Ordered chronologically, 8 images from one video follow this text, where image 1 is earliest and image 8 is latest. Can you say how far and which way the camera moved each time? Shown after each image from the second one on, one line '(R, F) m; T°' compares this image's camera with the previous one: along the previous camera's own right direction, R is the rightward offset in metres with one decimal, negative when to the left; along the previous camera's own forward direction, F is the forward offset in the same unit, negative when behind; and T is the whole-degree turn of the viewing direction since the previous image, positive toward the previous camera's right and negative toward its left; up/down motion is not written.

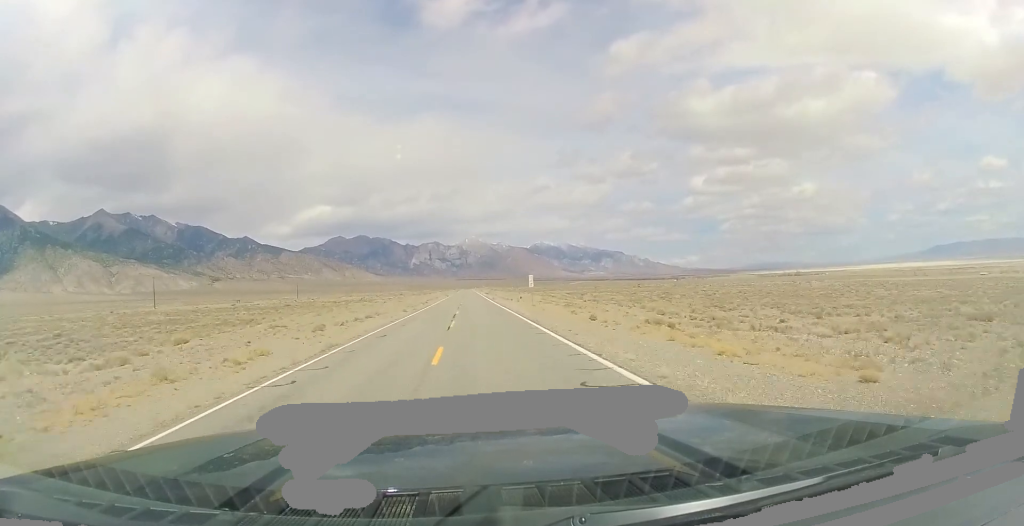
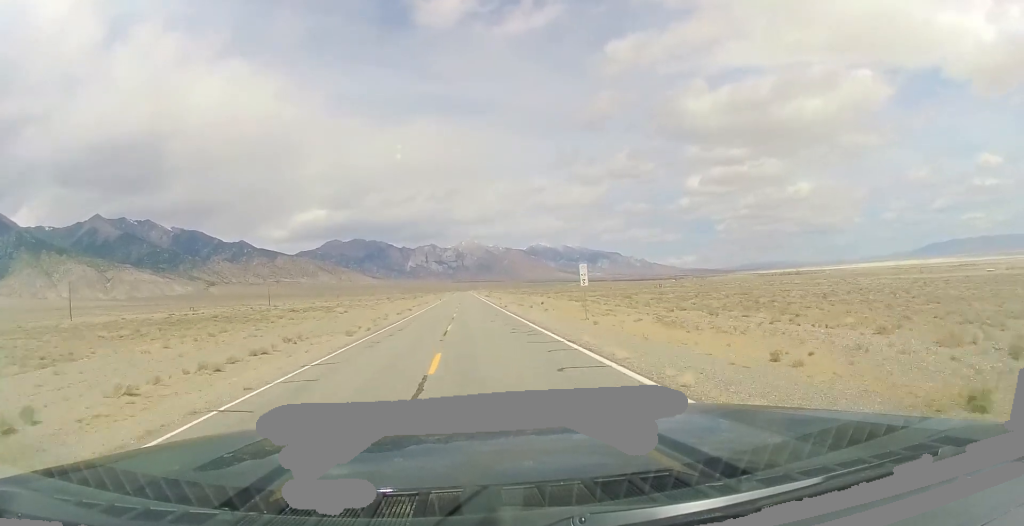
(0.0, +25.6) m; 0°
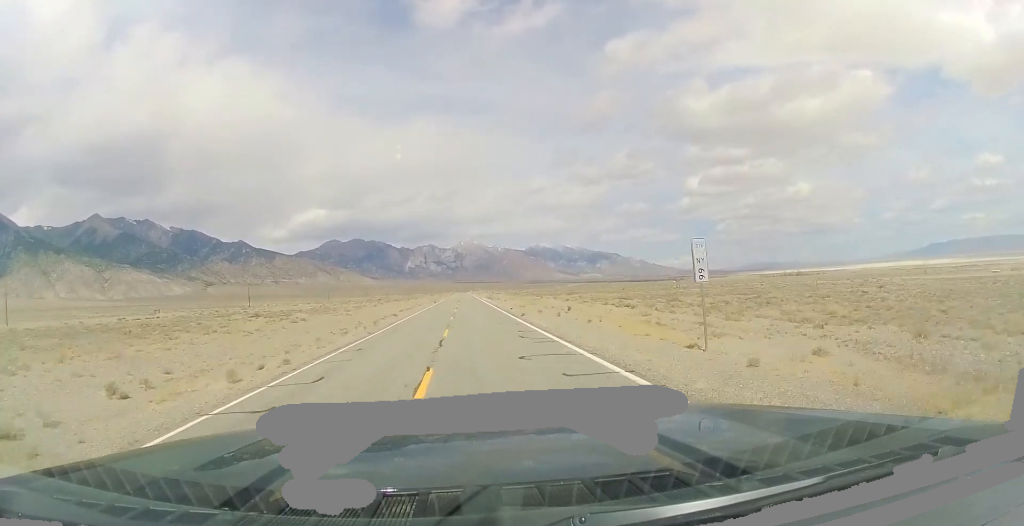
(+0.1, +15.1) m; 0°
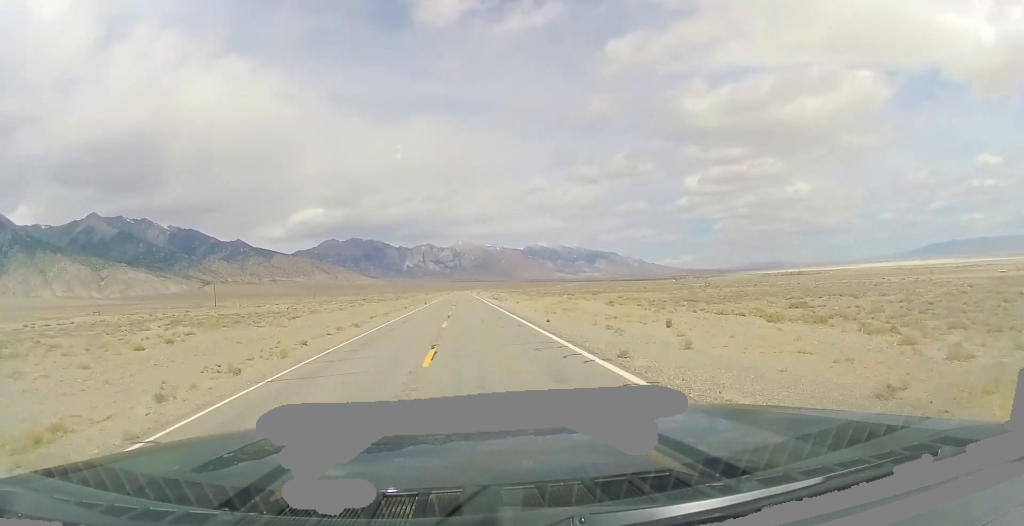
(0.0, +20.9) m; 0°
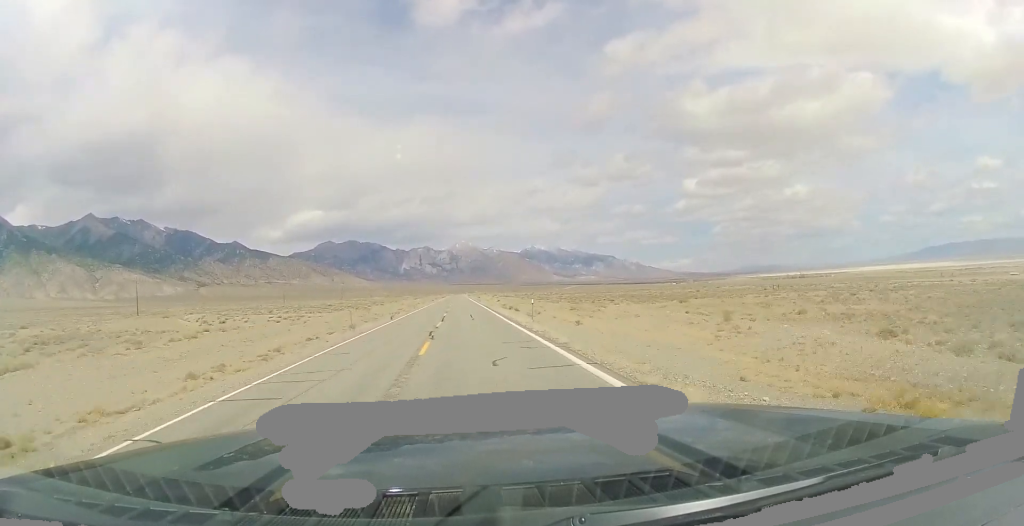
(0.0, +33.6) m; 0°
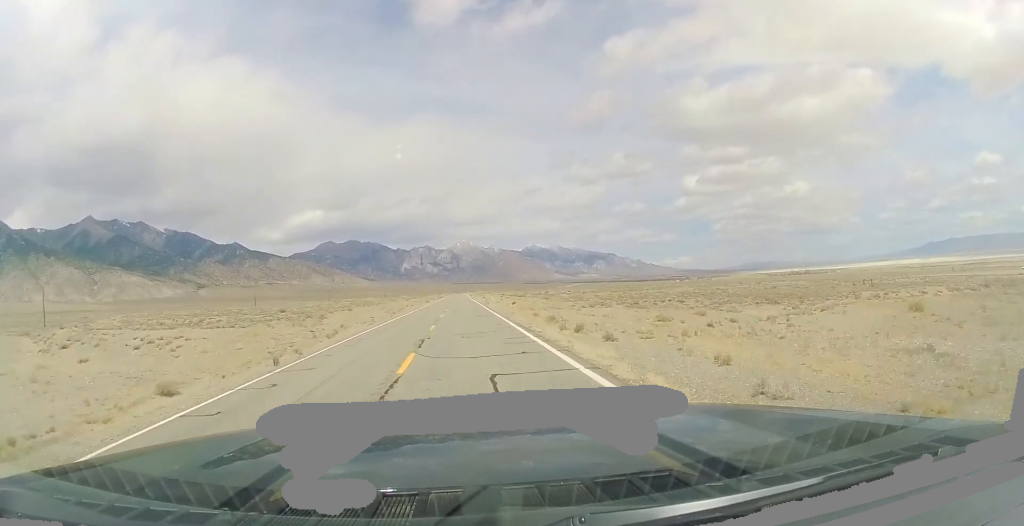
(0.0, +27.8) m; 0°
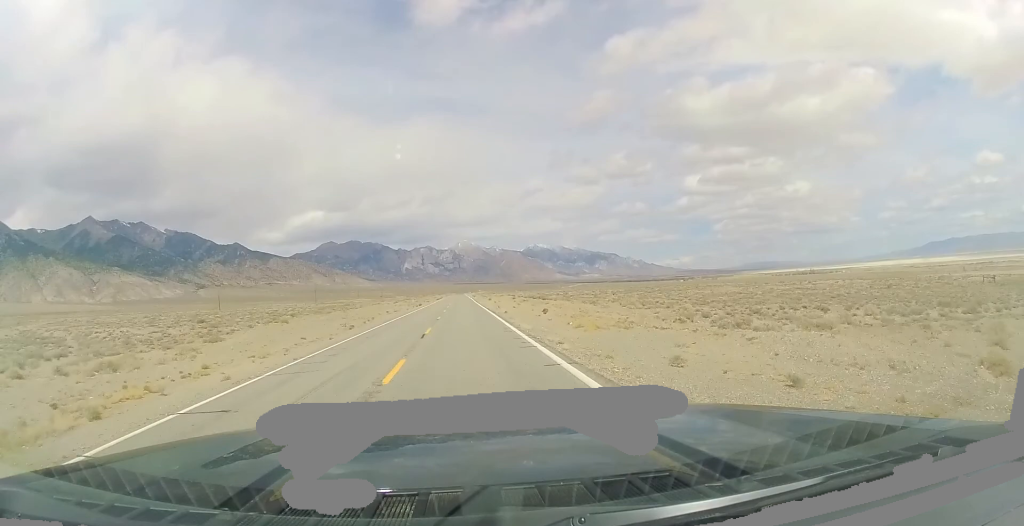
(+0.3, +25.5) m; 0°
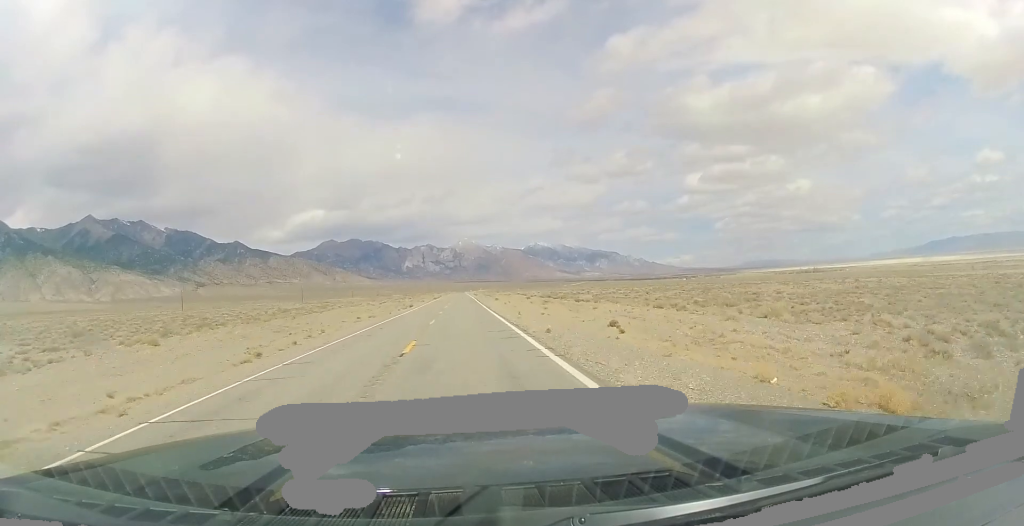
(-0.2, +19.8) m; -1°
